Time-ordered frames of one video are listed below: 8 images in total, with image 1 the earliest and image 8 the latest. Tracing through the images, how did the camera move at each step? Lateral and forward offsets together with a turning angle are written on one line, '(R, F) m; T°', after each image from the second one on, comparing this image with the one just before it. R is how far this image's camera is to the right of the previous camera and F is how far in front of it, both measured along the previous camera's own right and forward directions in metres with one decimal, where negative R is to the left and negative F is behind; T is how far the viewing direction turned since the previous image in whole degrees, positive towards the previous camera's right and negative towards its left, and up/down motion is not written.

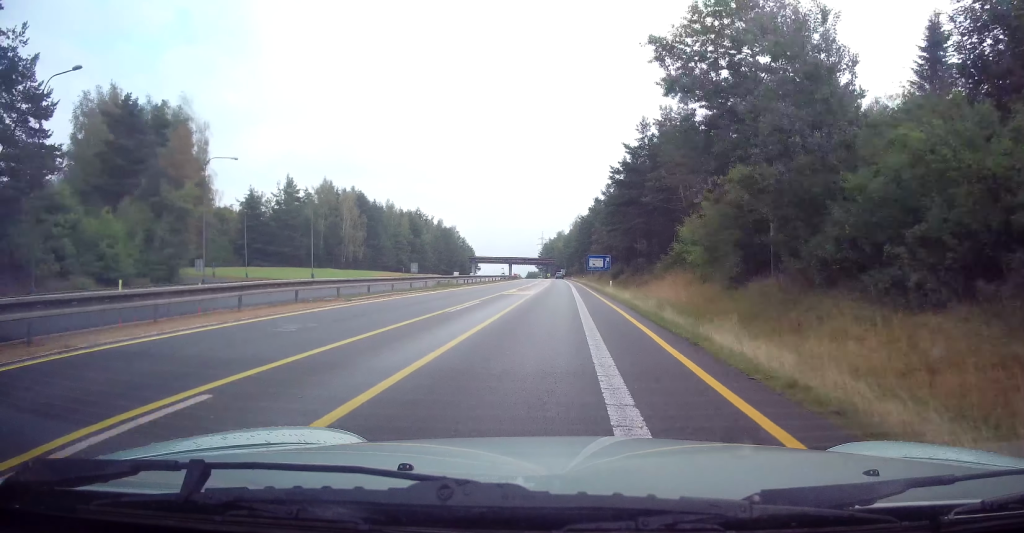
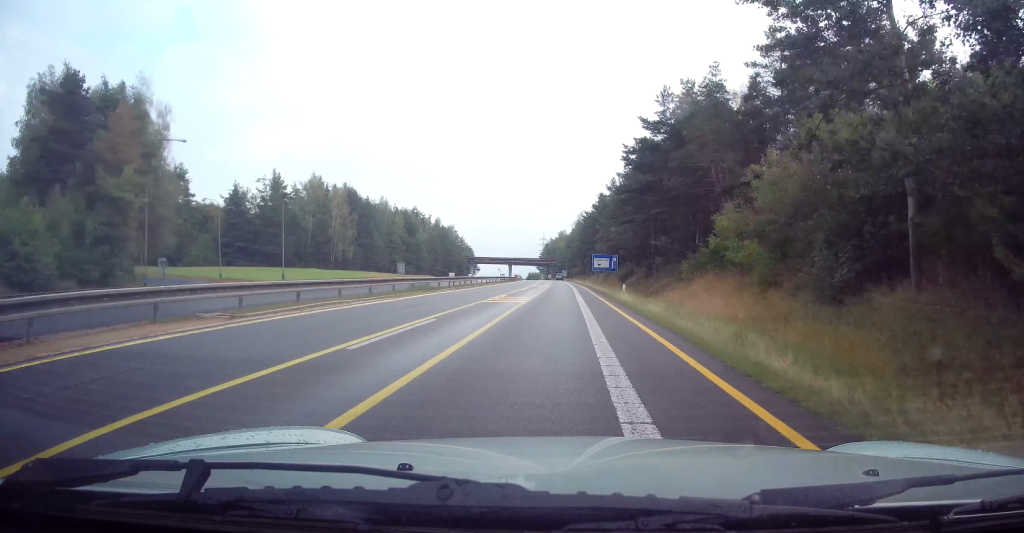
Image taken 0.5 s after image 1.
(+0.1, +7.8) m; 0°
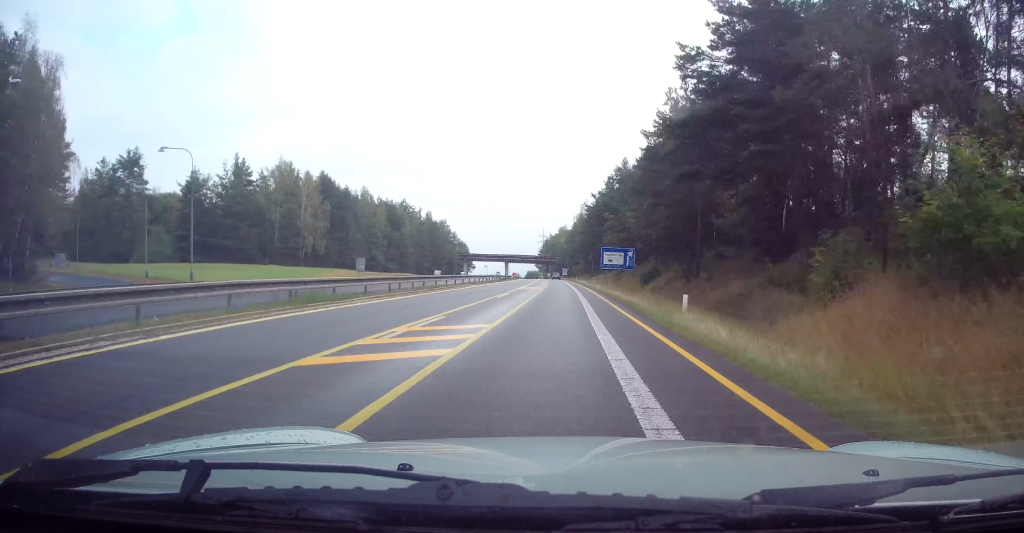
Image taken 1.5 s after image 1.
(-0.2, +16.8) m; 0°
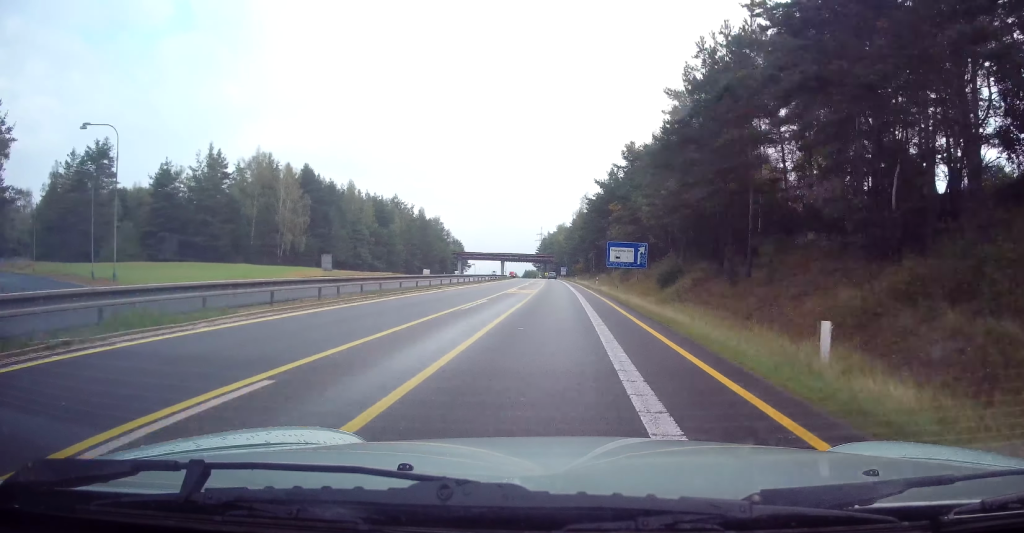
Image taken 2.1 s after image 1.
(+0.1, +9.1) m; 0°
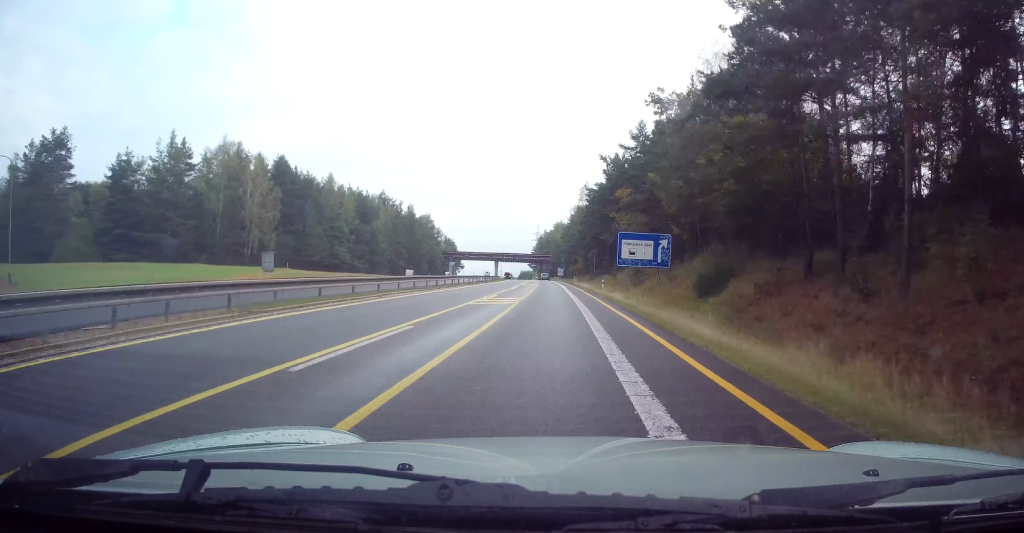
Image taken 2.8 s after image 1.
(+0.1, +11.6) m; 0°
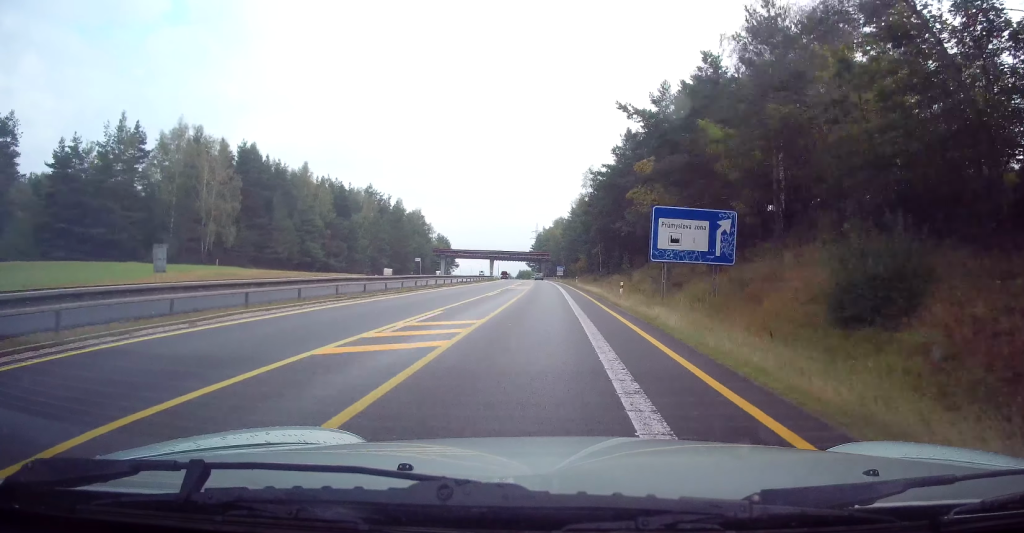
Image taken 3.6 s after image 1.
(-0.2, +13.6) m; 0°
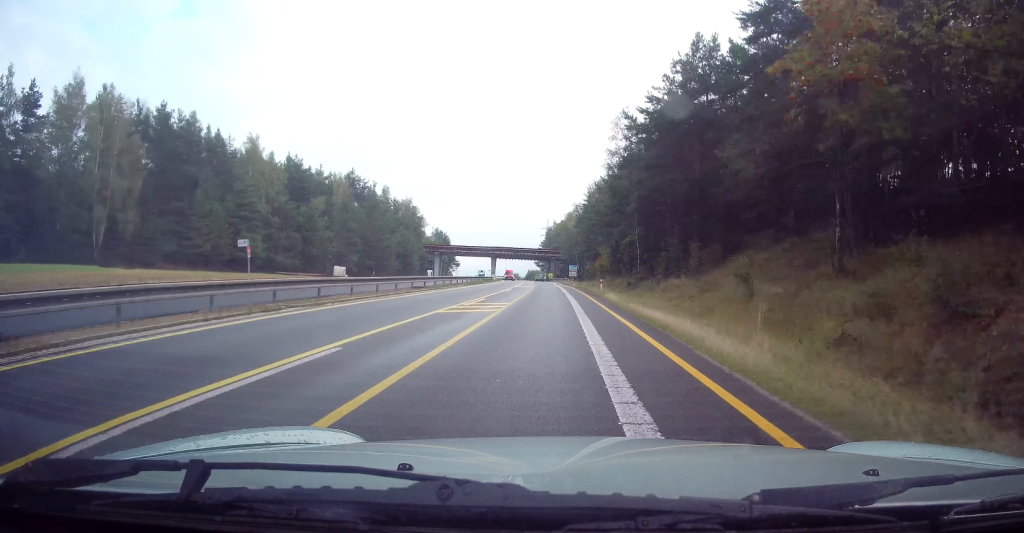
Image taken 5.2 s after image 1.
(-0.4, +26.2) m; -3°
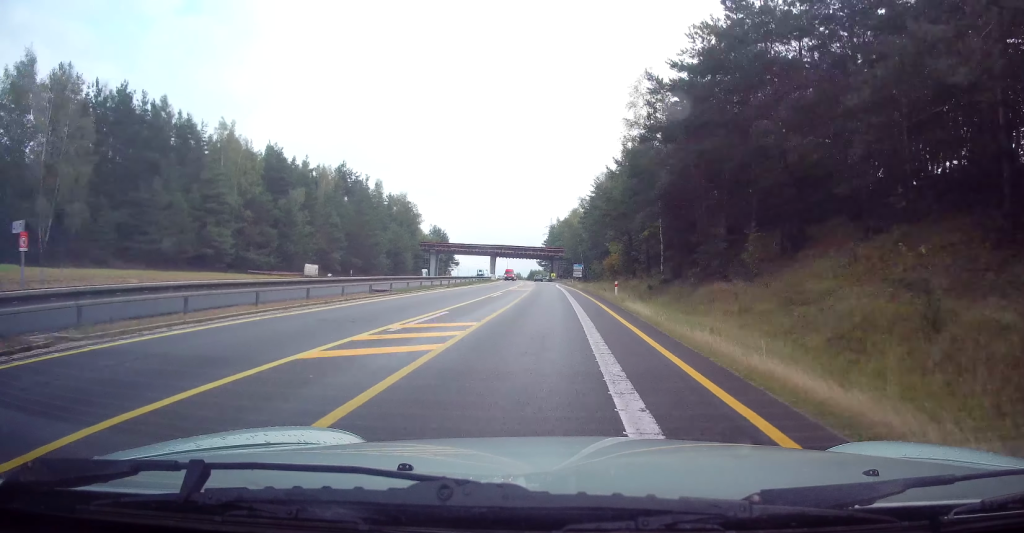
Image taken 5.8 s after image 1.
(-0.2, +9.2) m; -1°
